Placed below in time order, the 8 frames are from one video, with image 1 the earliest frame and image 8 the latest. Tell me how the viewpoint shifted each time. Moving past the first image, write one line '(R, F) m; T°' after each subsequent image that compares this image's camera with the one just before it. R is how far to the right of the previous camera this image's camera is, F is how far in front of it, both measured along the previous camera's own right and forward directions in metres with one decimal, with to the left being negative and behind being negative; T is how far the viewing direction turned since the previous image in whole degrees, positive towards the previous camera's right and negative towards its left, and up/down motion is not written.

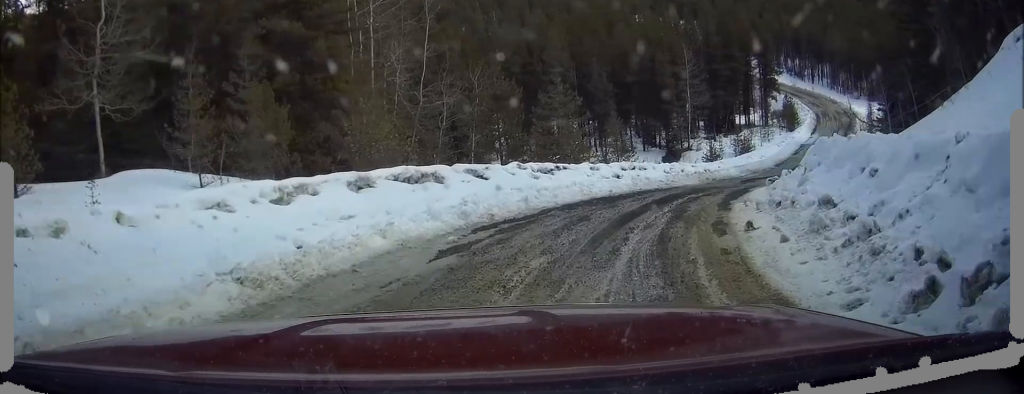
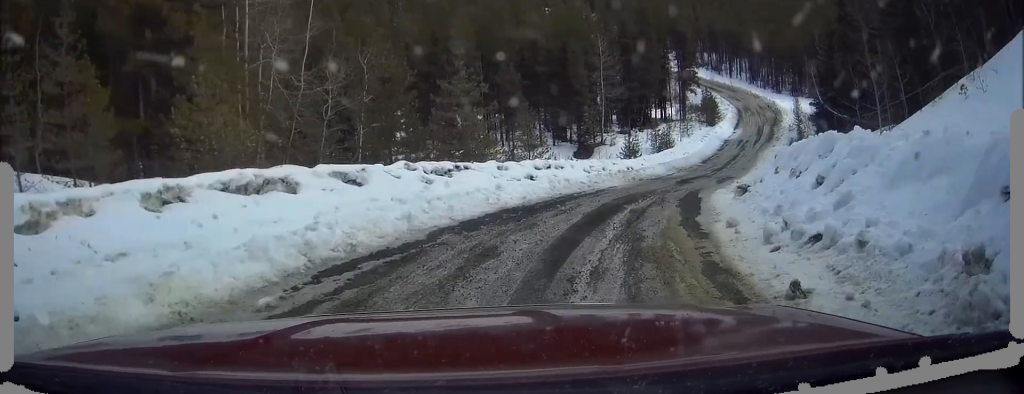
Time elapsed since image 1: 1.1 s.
(+0.9, +4.9) m; +20°
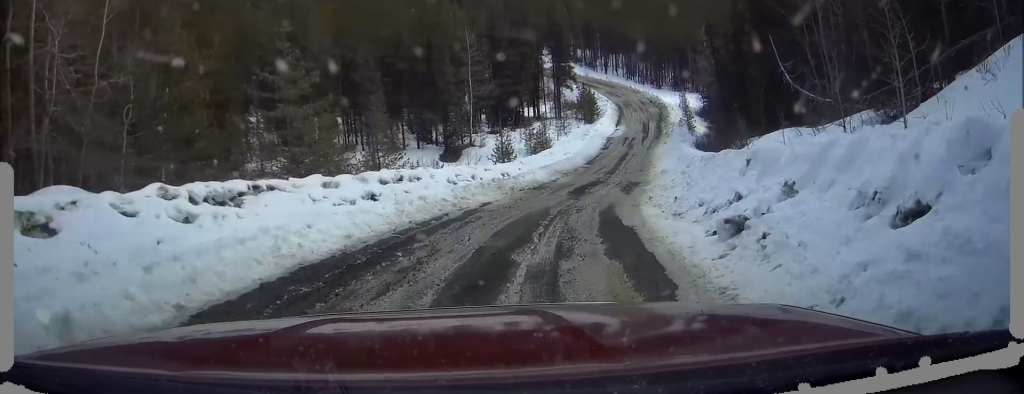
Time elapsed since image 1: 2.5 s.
(+1.2, +7.0) m; +13°
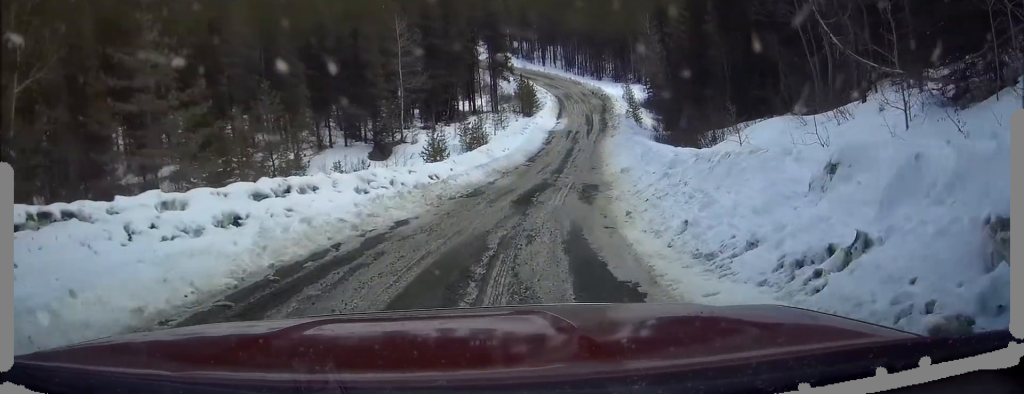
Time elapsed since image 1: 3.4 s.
(0.0, +5.2) m; +2°
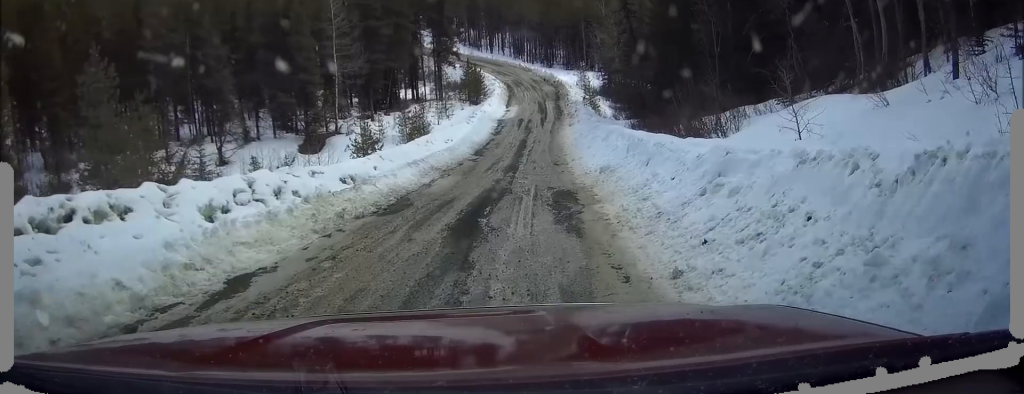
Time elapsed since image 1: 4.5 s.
(+0.2, +6.9) m; +2°
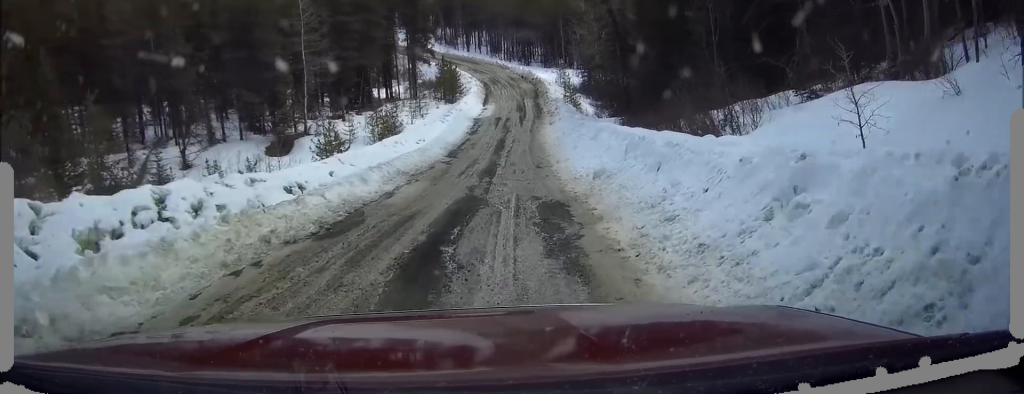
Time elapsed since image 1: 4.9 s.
(0.0, +3.1) m; 0°
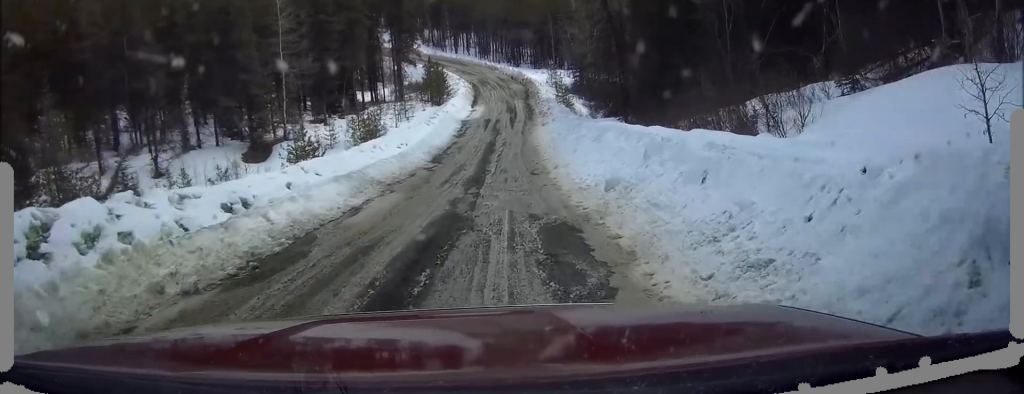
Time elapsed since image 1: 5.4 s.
(0.0, +3.2) m; 0°
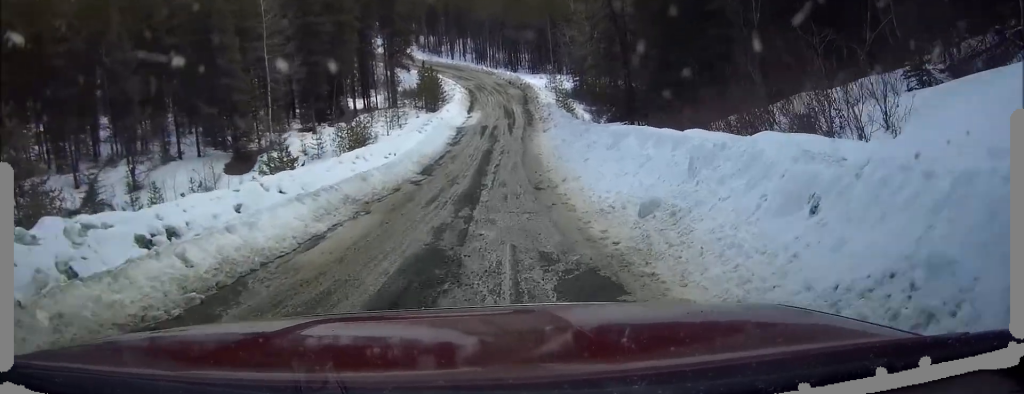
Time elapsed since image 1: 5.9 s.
(0.0, +3.3) m; +1°
